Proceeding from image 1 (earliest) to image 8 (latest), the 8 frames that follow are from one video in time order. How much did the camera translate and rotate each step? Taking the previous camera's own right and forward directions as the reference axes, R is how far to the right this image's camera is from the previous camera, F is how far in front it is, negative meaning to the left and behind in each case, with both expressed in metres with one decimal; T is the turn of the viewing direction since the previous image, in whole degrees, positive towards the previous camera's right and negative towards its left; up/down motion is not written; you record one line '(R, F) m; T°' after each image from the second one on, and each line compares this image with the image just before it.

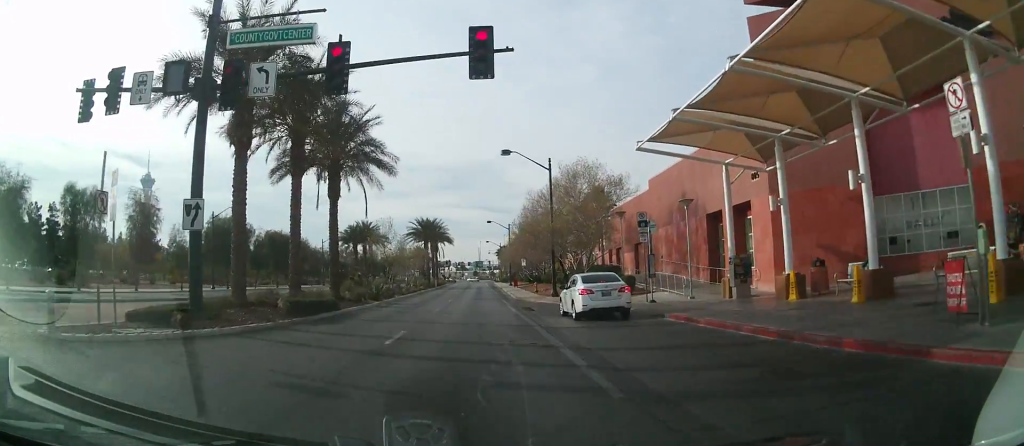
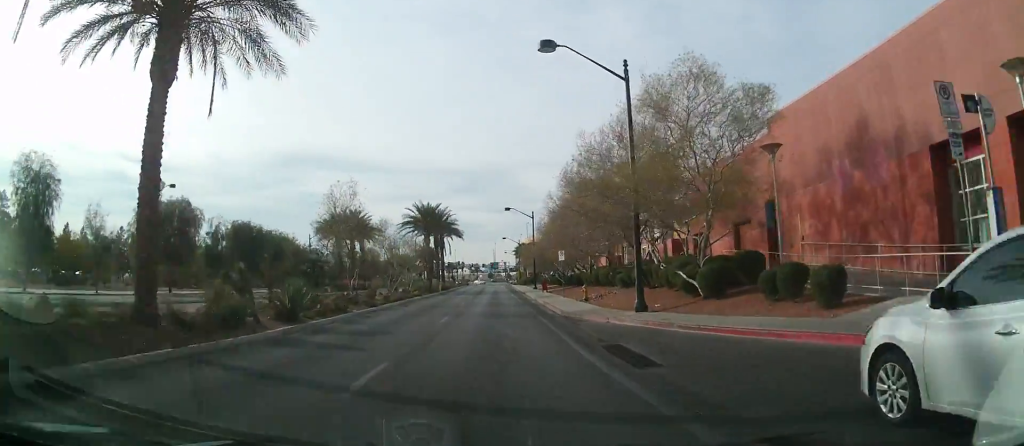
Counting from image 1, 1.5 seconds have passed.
(-0.2, +18.0) m; -2°
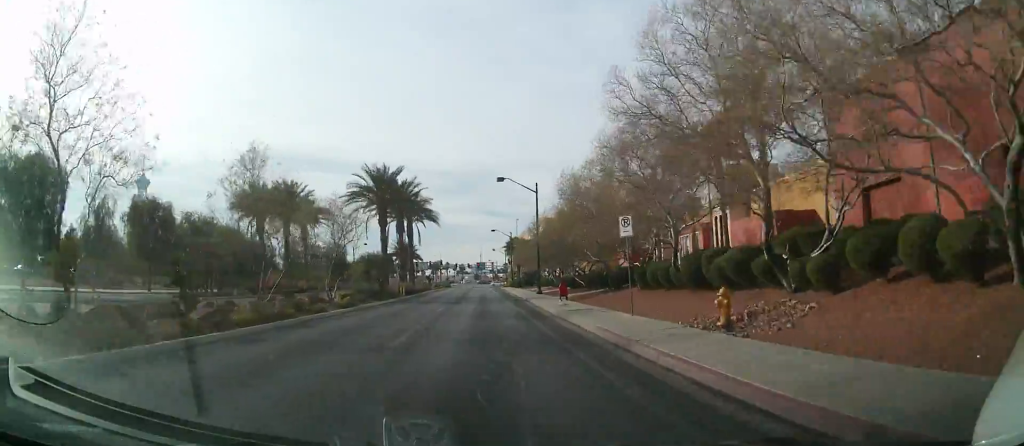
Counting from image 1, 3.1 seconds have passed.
(-0.1, +20.7) m; +1°
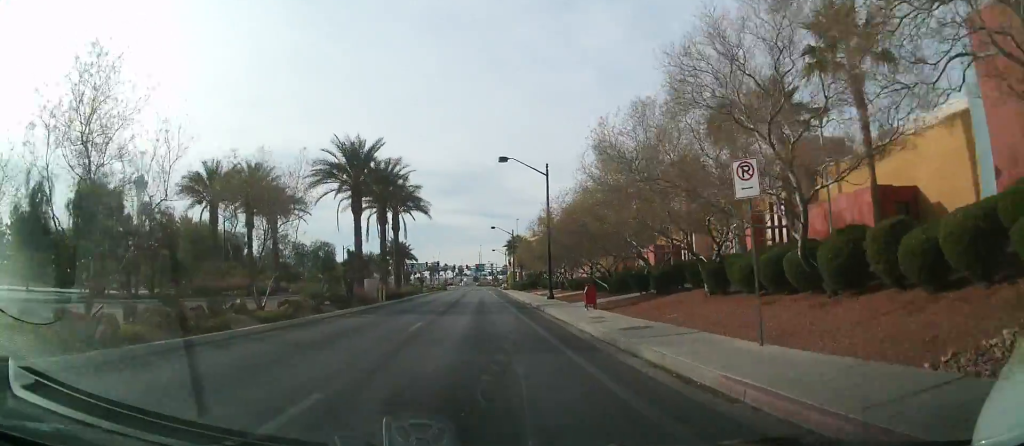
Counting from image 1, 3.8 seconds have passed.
(+0.1, +8.9) m; +1°
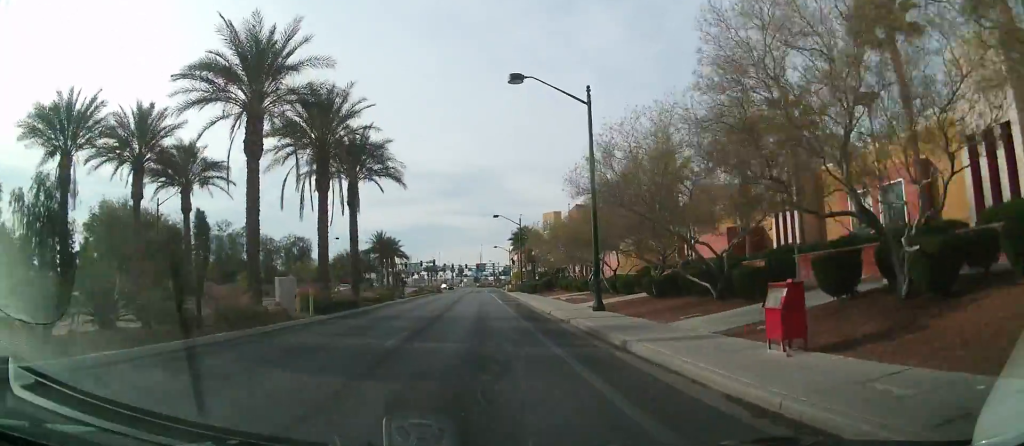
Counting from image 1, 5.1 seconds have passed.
(+0.2, +16.4) m; +1°
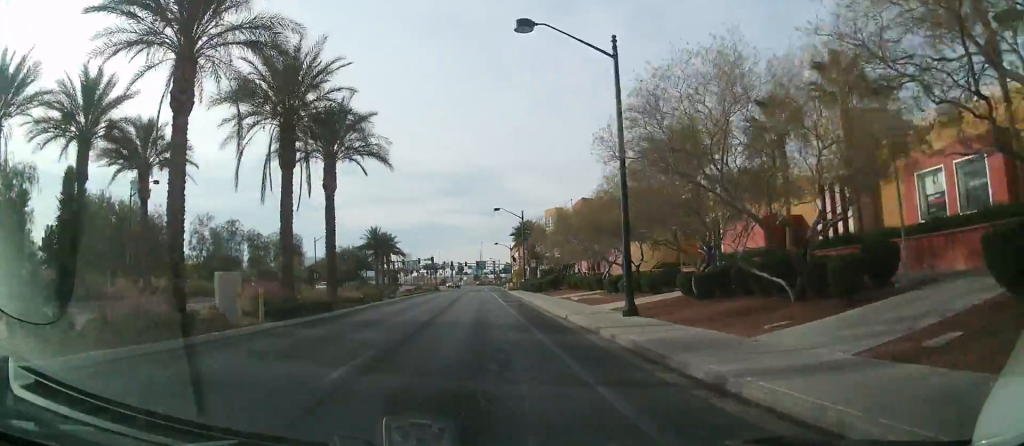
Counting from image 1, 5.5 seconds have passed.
(0.0, +5.0) m; 0°
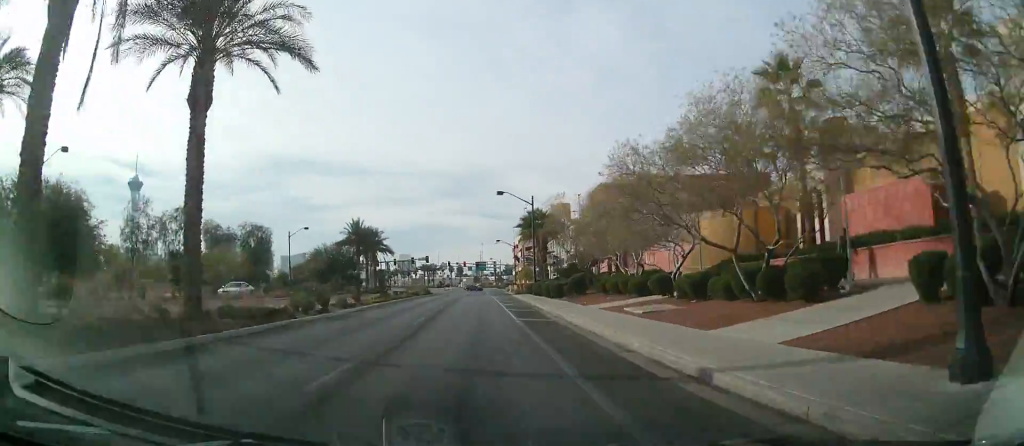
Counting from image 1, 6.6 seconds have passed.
(+0.2, +13.6) m; +1°
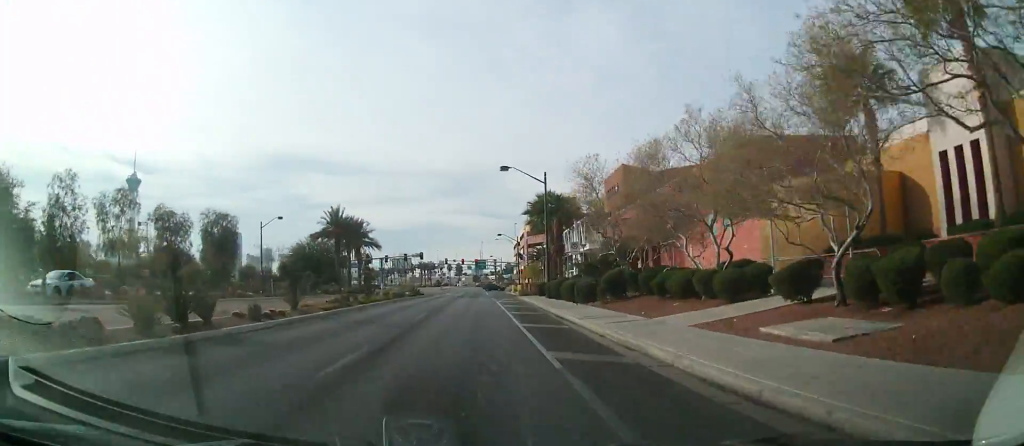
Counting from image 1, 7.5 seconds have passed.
(0.0, +11.1) m; -1°
